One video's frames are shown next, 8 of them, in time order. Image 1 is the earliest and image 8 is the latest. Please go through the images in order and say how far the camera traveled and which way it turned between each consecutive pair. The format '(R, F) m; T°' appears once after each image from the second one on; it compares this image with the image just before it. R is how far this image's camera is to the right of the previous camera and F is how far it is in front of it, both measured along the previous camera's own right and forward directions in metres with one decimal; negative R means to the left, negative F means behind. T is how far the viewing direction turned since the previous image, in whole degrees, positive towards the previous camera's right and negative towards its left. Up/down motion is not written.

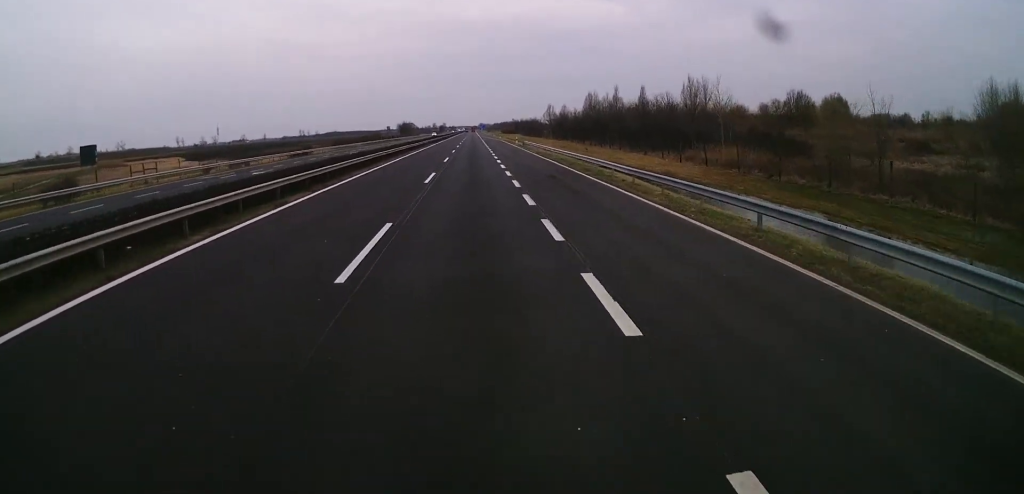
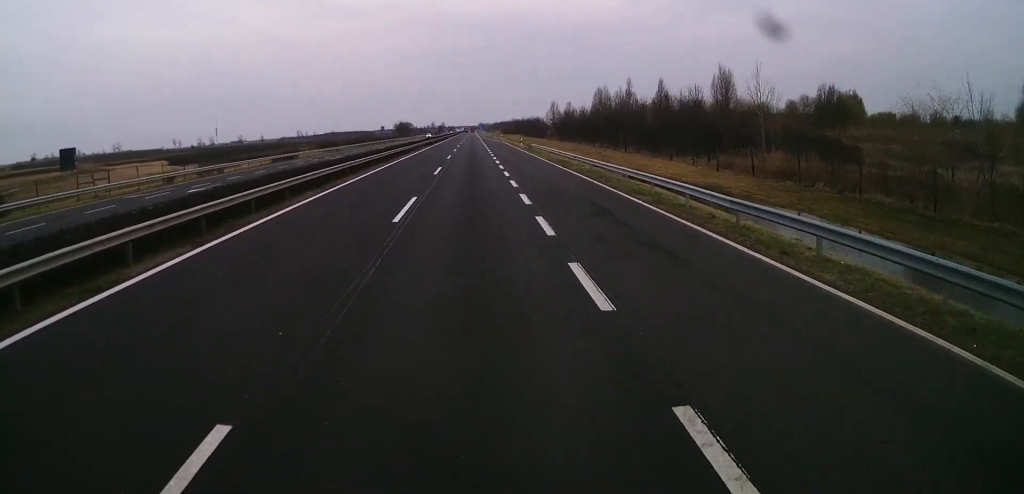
(-0.1, +10.7) m; 0°
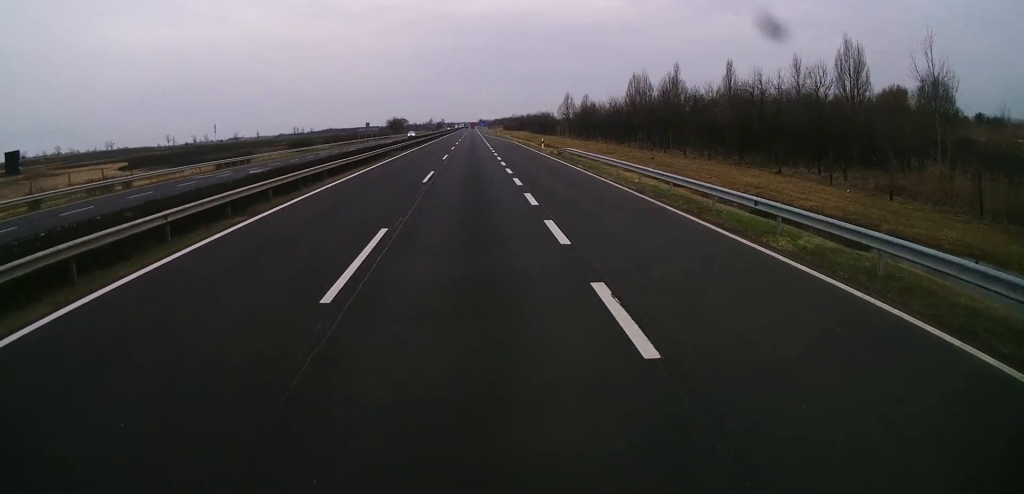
(-0.3, +26.1) m; 0°
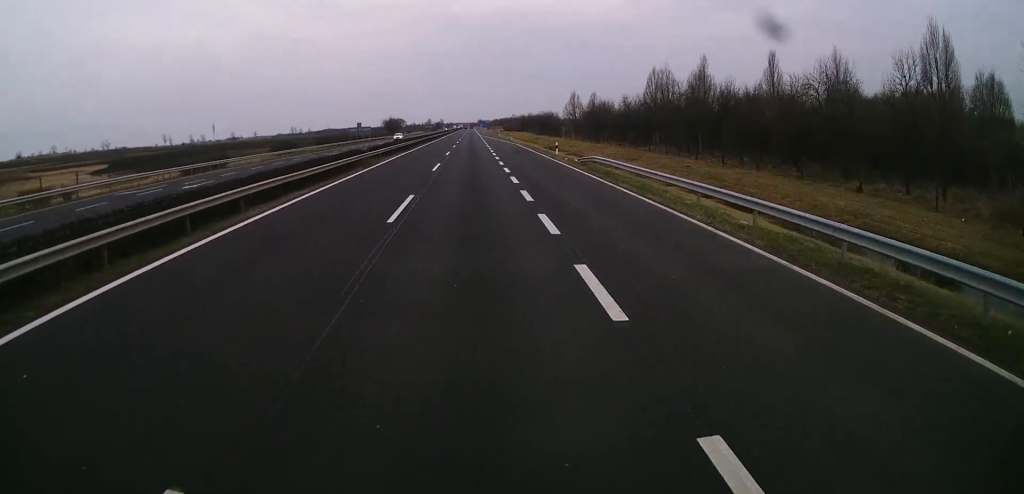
(0.0, +10.8) m; 0°
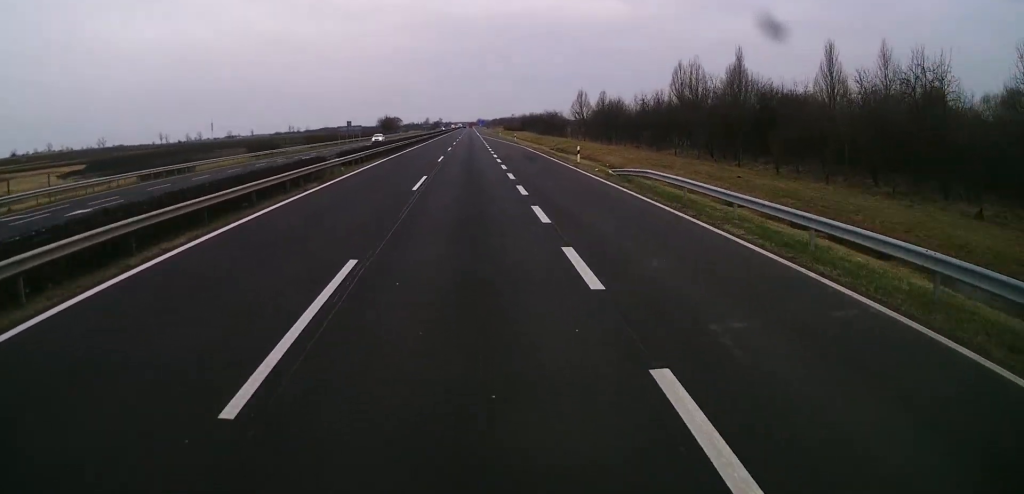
(+0.1, +10.7) m; 0°
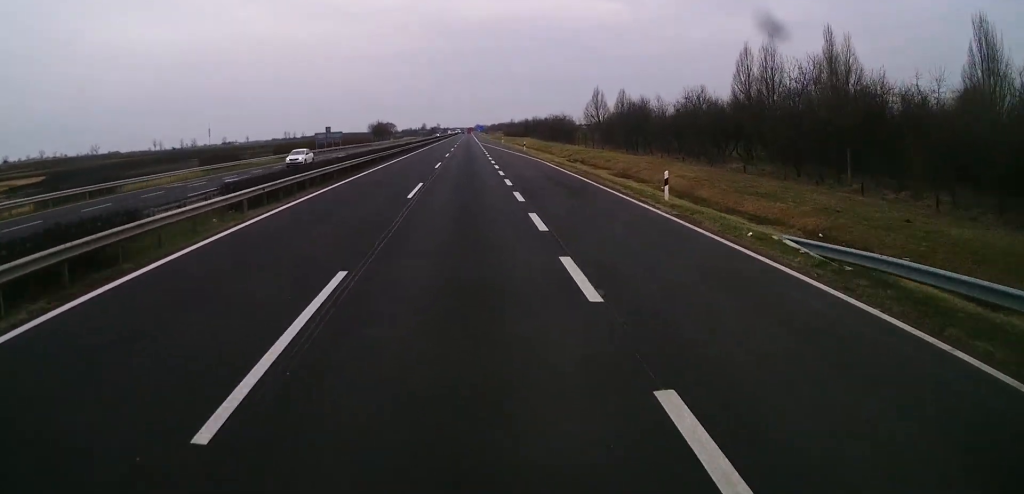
(+0.1, +18.4) m; 0°
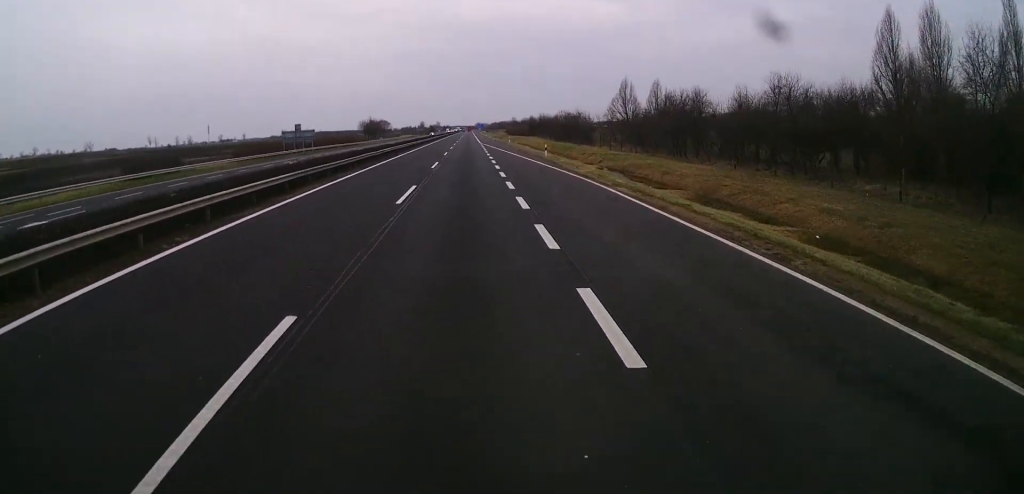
(-0.1, +20.9) m; 0°
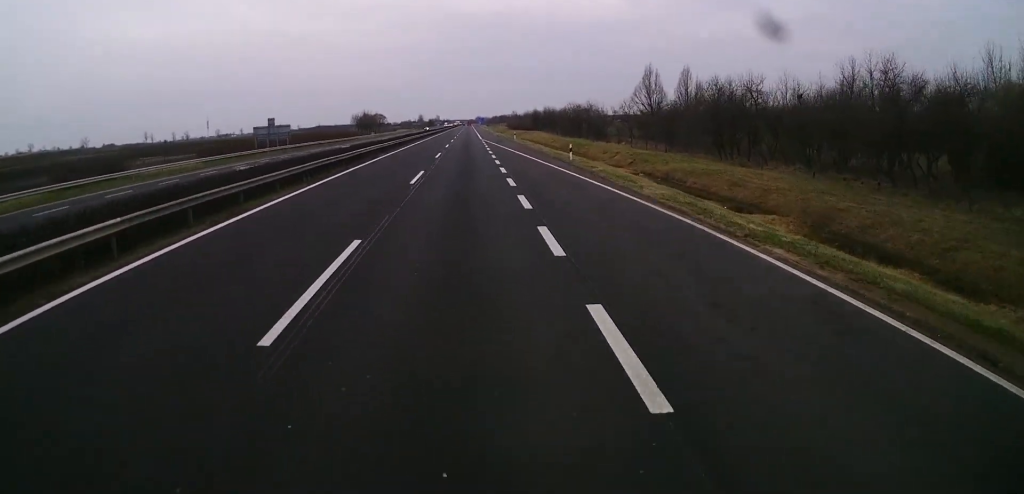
(+0.2, +13.1) m; 0°
